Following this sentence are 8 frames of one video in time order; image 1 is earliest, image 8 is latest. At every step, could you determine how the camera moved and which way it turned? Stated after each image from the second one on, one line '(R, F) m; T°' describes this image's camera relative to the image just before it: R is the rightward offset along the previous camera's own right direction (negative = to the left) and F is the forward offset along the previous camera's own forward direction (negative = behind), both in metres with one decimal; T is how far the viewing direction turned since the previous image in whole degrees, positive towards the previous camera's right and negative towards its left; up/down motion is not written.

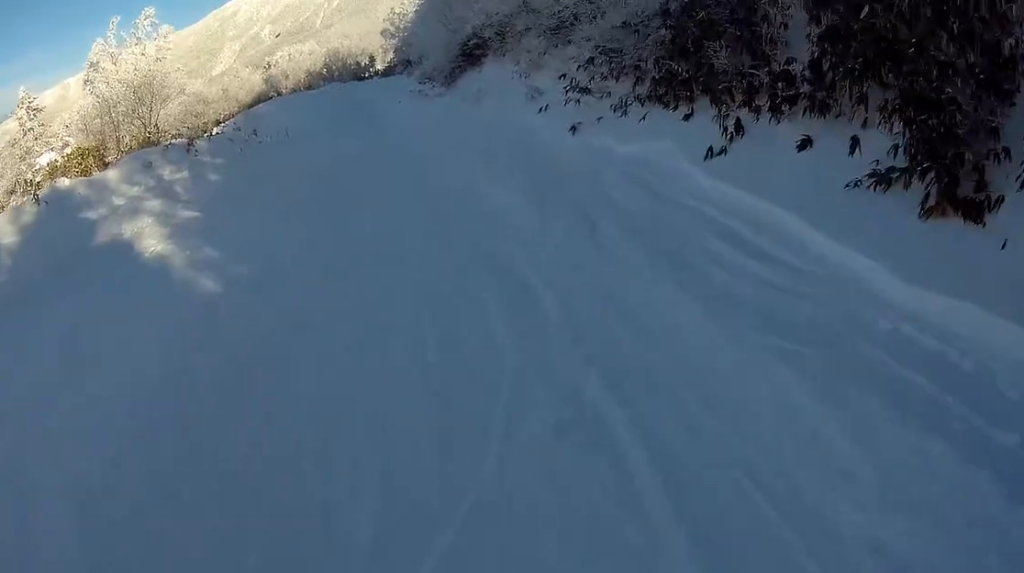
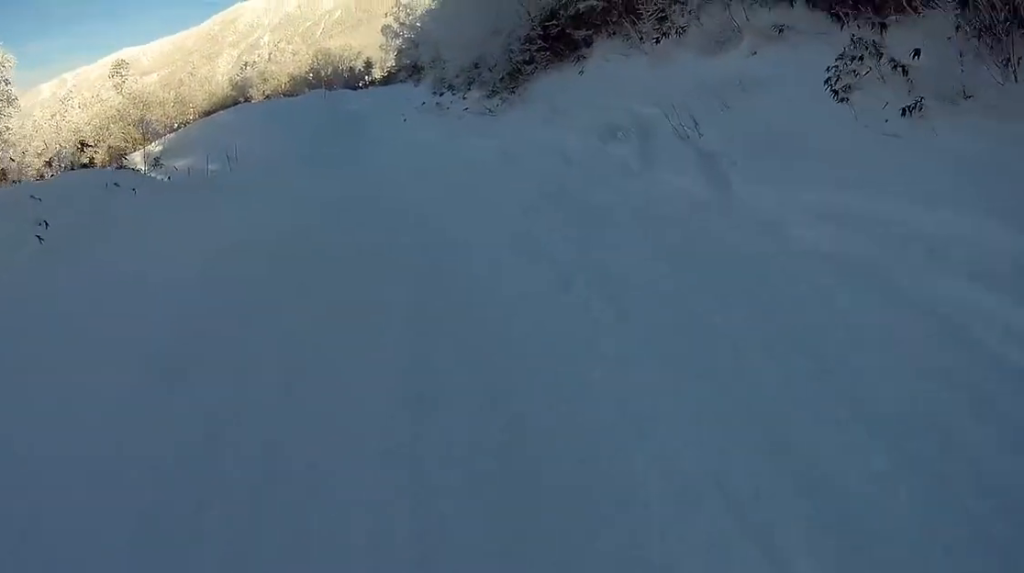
(-0.5, +12.5) m; +6°
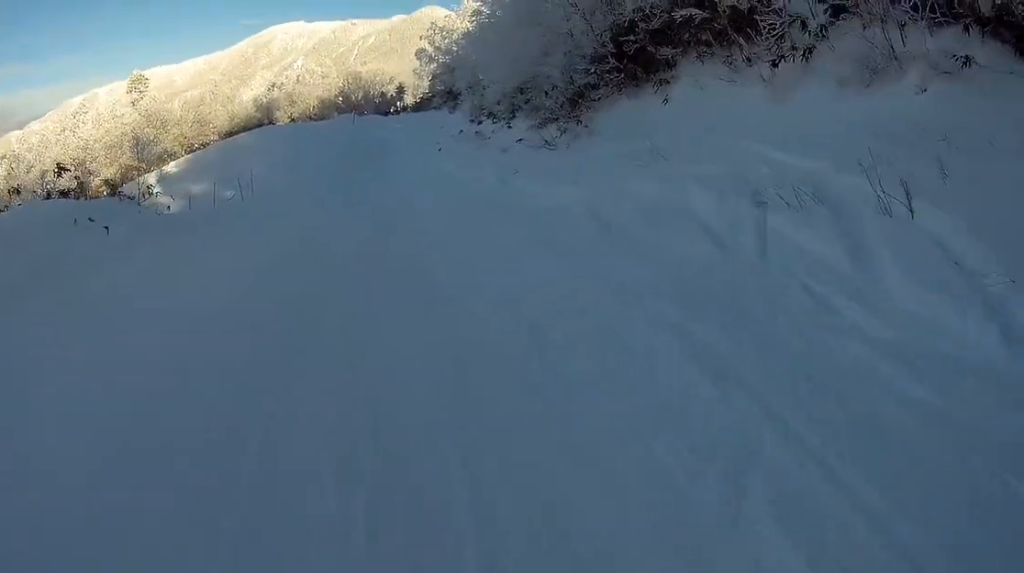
(+0.4, +2.5) m; 0°
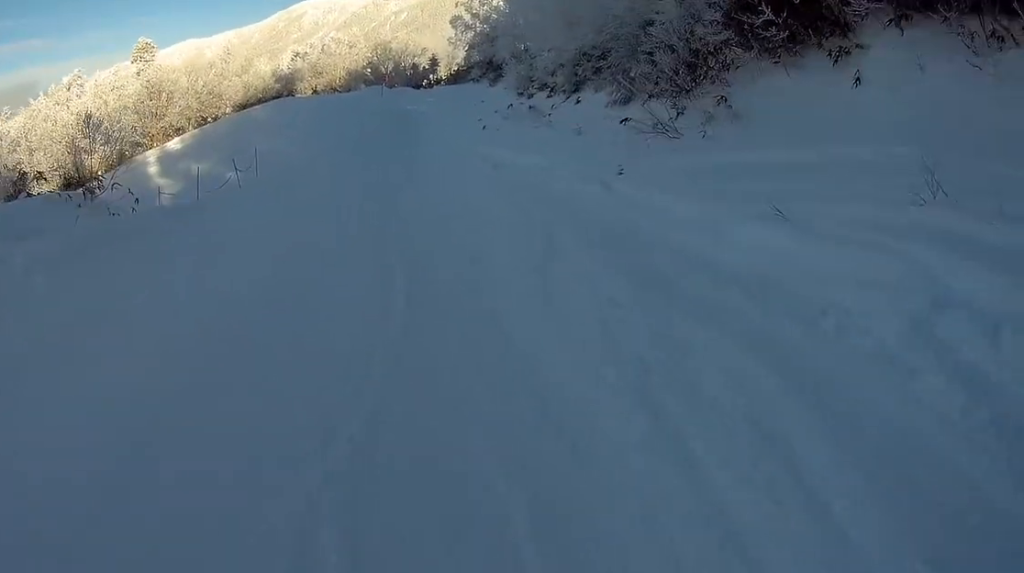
(-0.1, +3.8) m; 0°
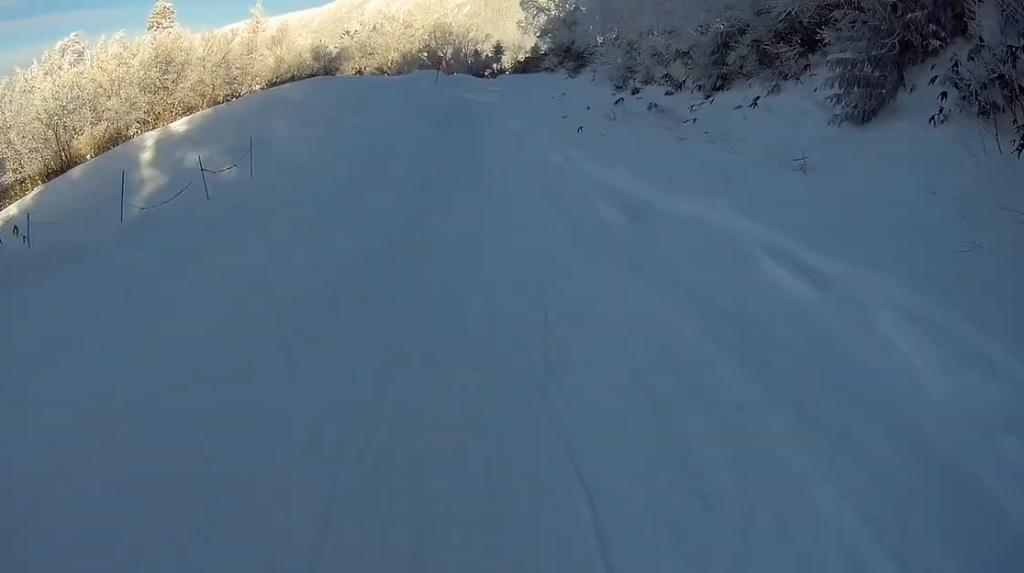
(-0.4, +5.4) m; -3°
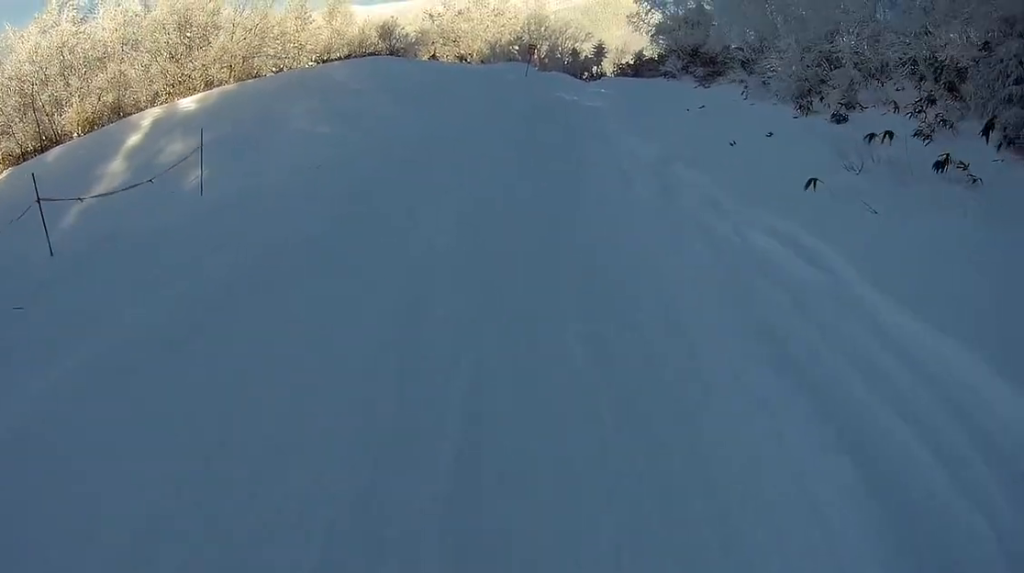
(+0.3, +5.1) m; -10°
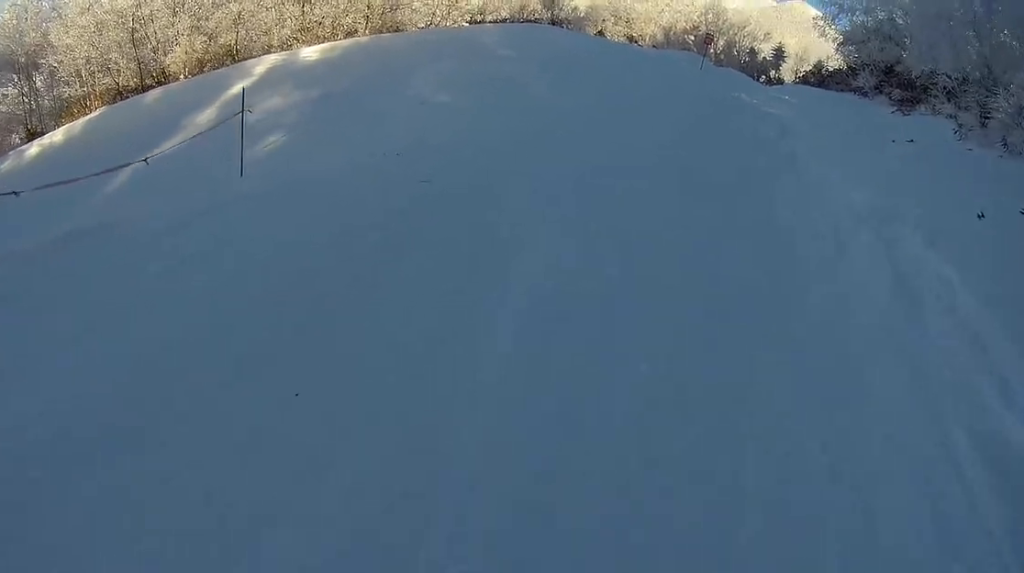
(-0.7, +2.2) m; -7°
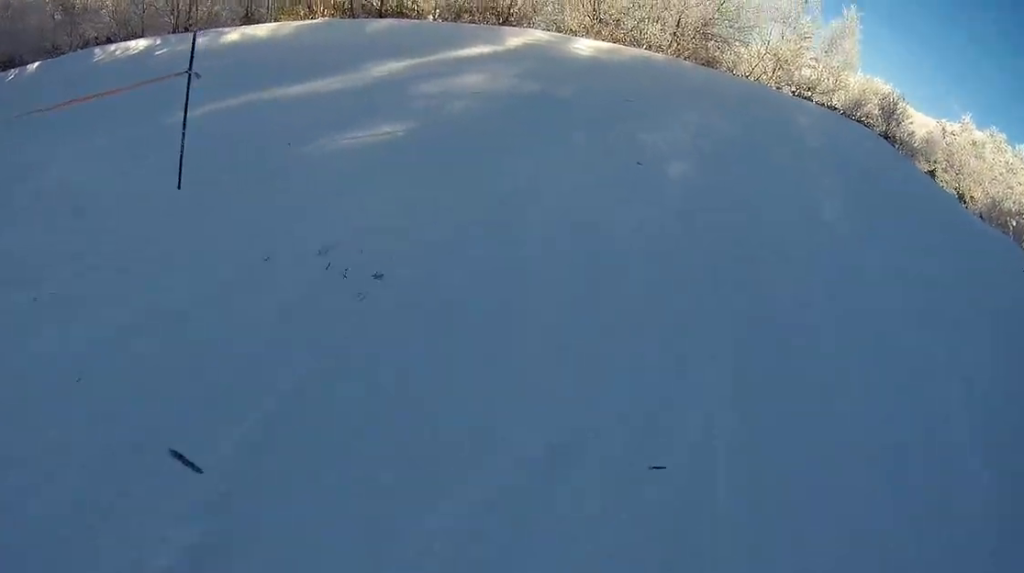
(-0.3, +4.0) m; -2°
